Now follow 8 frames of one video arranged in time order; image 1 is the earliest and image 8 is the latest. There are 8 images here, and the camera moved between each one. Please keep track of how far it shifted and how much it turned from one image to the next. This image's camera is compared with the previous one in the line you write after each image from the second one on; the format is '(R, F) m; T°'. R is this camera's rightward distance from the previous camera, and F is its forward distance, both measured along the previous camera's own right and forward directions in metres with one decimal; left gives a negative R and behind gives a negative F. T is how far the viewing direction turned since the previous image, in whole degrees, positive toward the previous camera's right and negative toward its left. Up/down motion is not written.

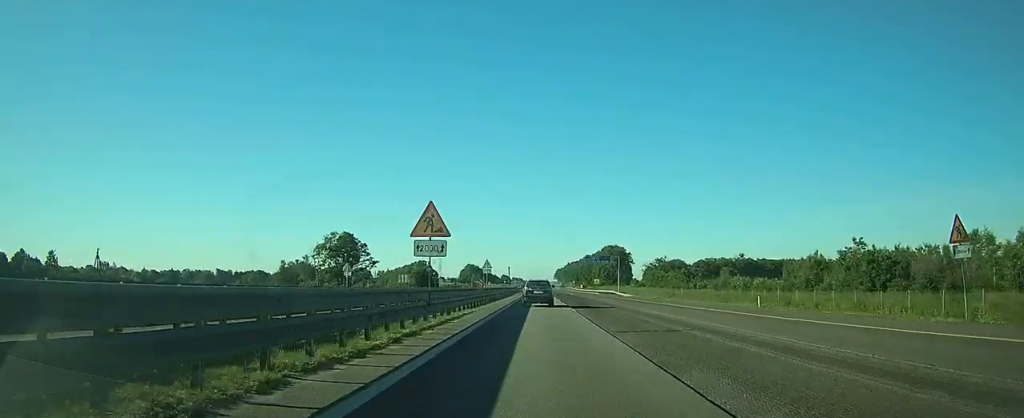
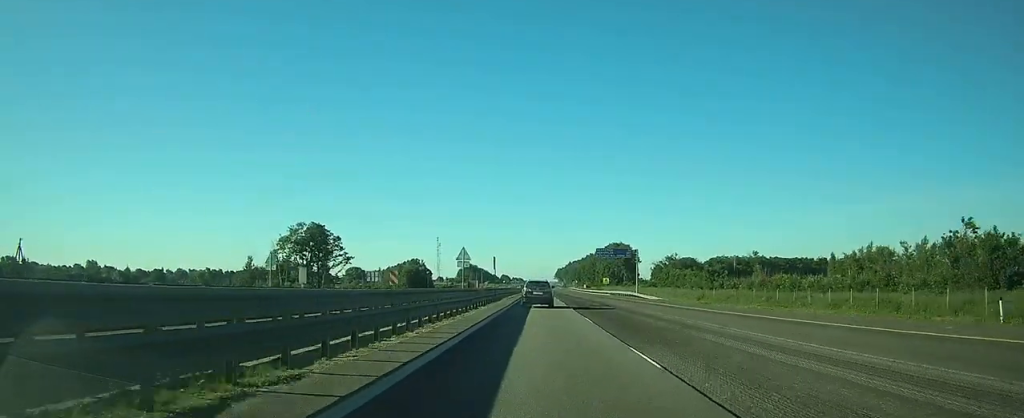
(0.0, +17.8) m; 0°
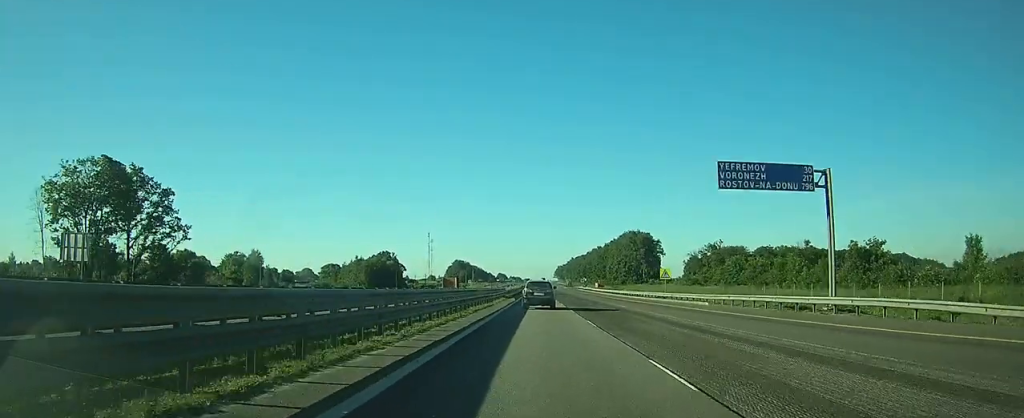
(+0.2, +55.7) m; 0°
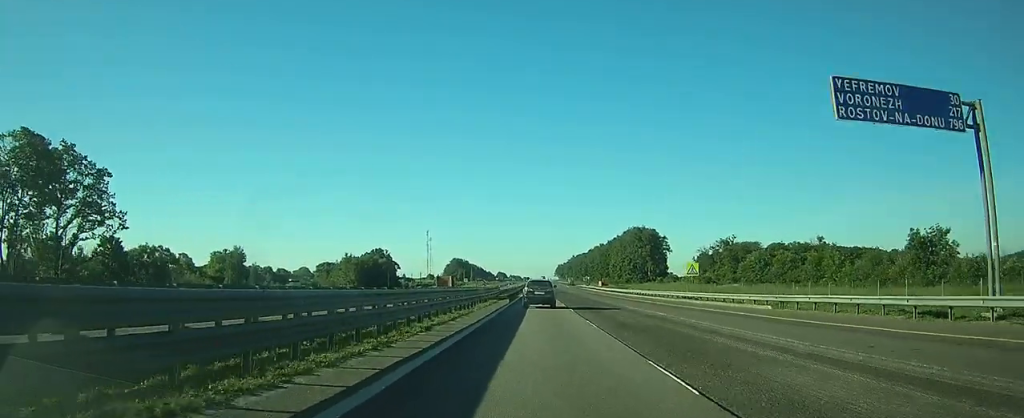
(0.0, +12.6) m; 0°
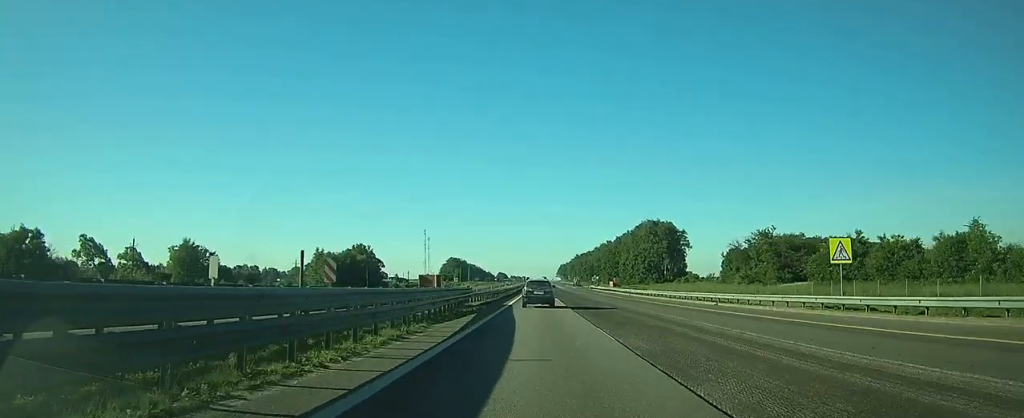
(0.0, +32.3) m; 0°
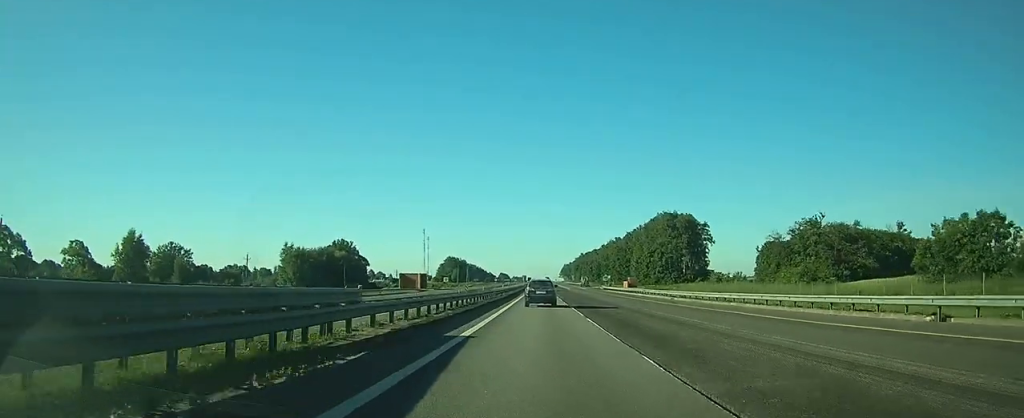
(0.0, +27.0) m; 0°
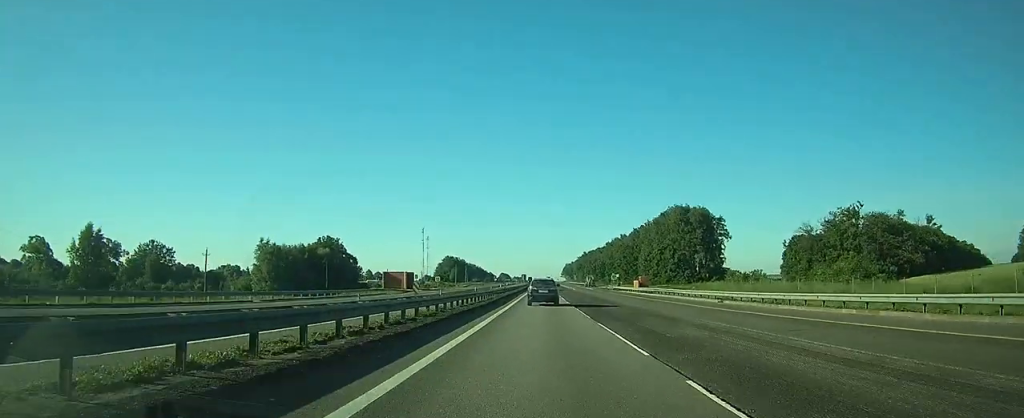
(0.0, +16.2) m; 0°
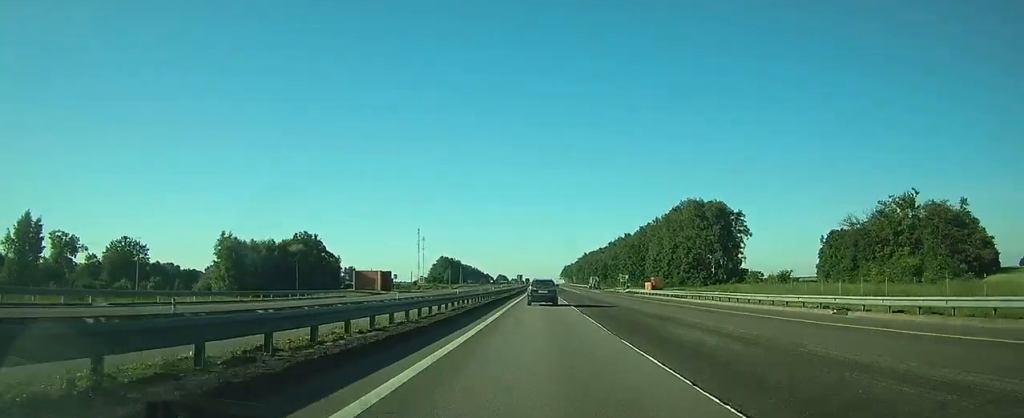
(0.0, +18.9) m; 0°
